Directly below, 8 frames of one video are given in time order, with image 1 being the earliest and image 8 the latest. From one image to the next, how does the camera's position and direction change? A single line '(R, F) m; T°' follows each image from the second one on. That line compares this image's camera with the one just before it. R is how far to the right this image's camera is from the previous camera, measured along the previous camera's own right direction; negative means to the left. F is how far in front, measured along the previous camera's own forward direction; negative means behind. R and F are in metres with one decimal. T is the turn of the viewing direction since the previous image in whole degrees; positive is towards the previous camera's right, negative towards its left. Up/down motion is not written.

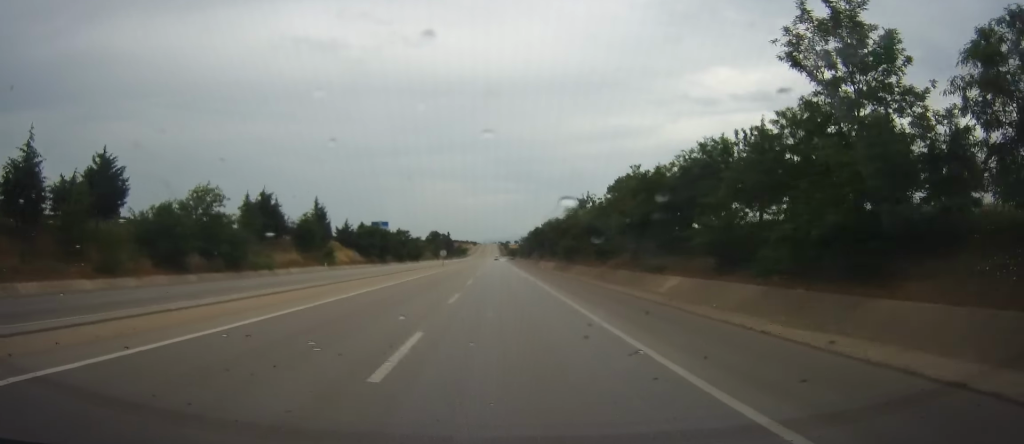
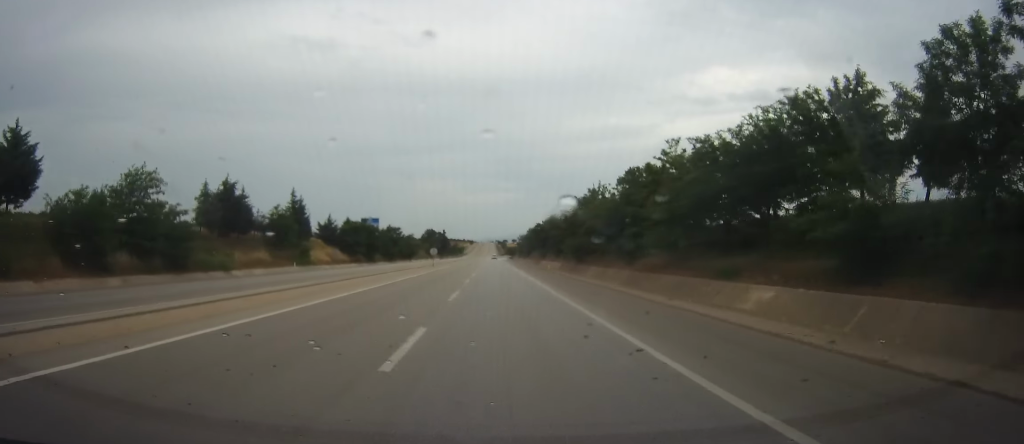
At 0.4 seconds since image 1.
(+0.2, +11.4) m; 0°
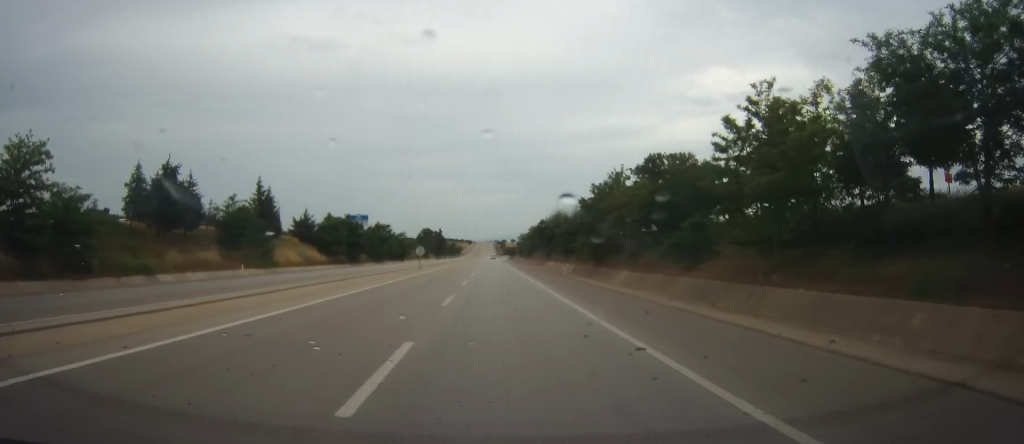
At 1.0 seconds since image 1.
(-0.2, +14.2) m; 0°
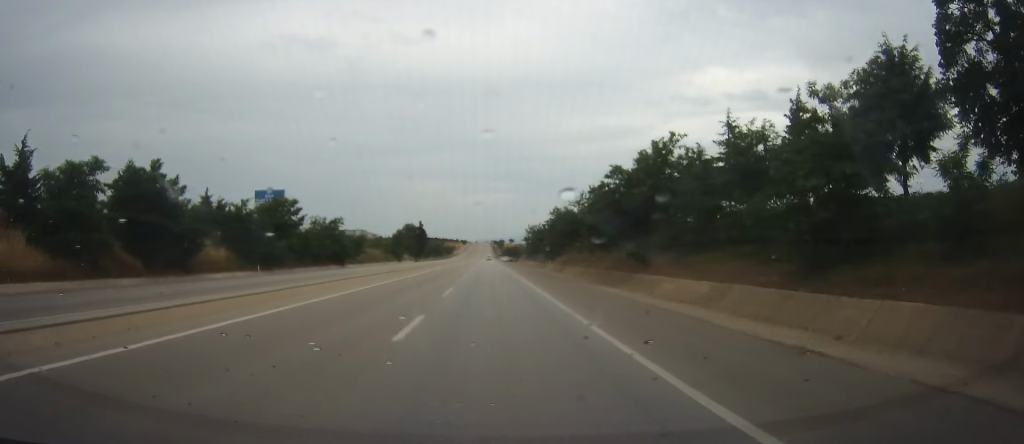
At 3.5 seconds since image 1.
(+0.8, +66.8) m; +1°
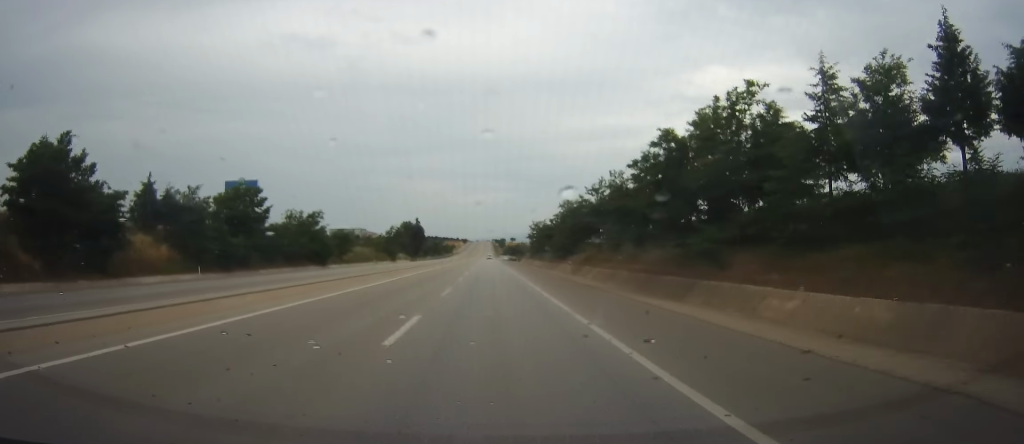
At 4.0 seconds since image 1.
(+0.1, +12.2) m; 0°
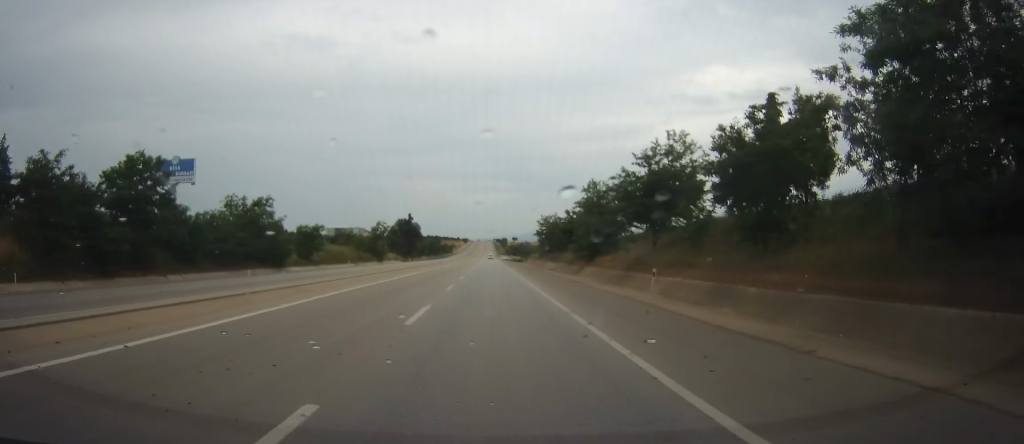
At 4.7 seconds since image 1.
(0.0, +20.4) m; -1°
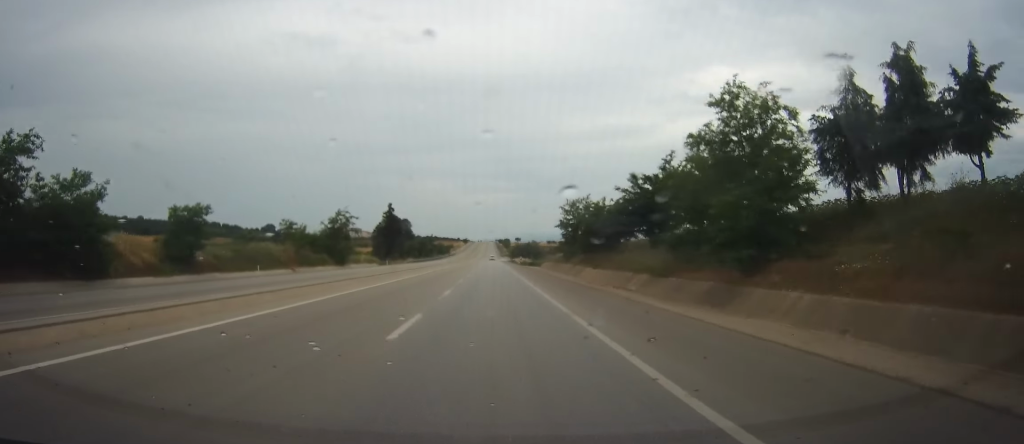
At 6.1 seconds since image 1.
(-0.5, +37.6) m; 0°
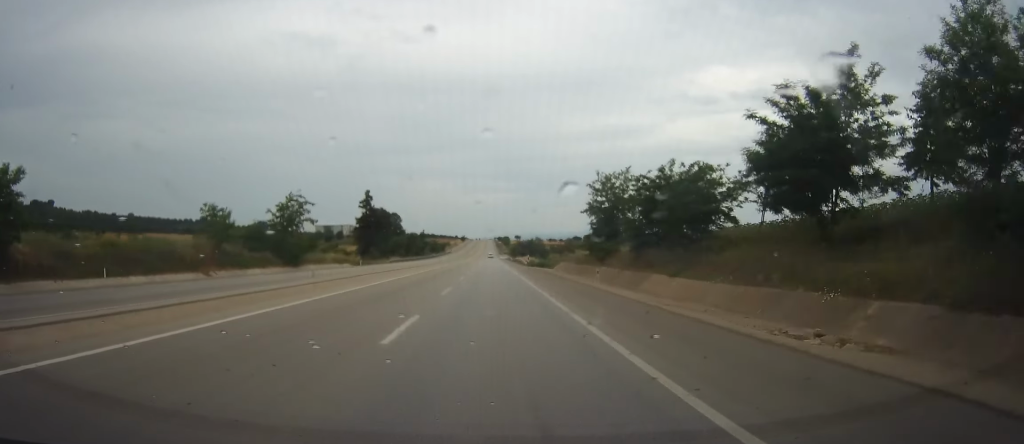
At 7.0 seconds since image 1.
(+0.2, +25.0) m; 0°
